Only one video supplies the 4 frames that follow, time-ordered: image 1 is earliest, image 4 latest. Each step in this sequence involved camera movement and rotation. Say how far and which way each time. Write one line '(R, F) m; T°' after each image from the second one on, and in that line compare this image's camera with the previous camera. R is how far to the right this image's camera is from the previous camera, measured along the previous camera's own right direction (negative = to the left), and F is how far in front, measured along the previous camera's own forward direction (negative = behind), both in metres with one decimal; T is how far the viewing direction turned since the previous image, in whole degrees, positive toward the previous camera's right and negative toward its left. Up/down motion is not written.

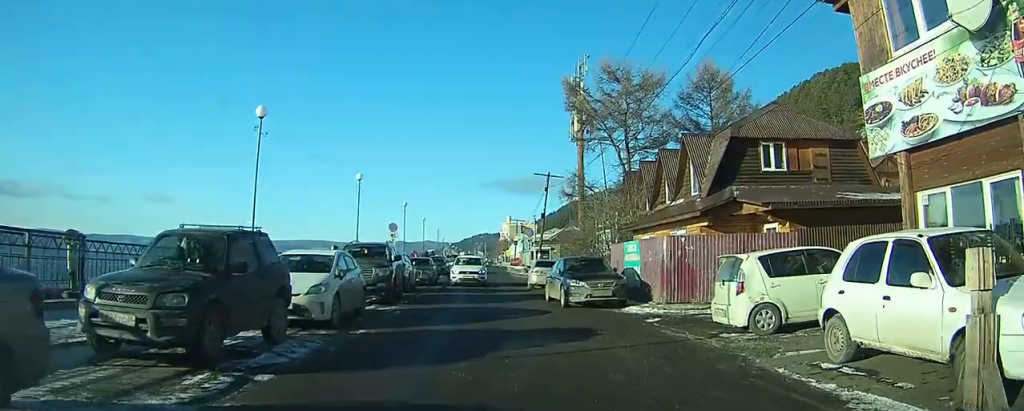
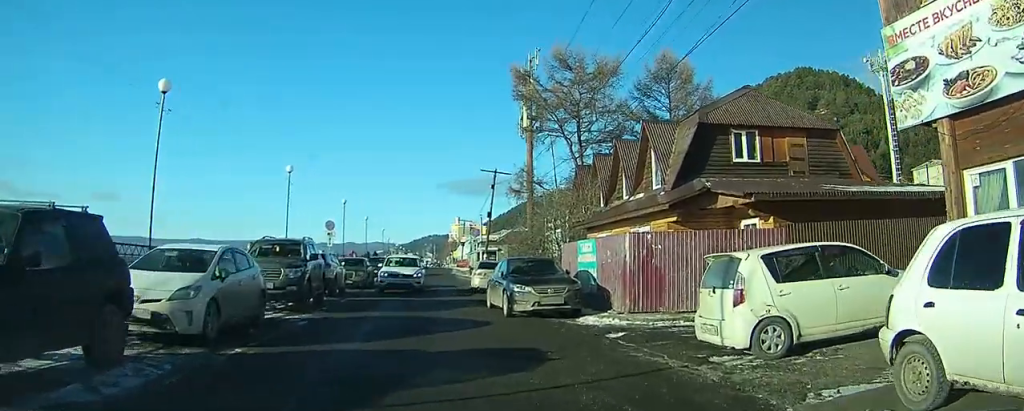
(+0.1, +2.9) m; -1°
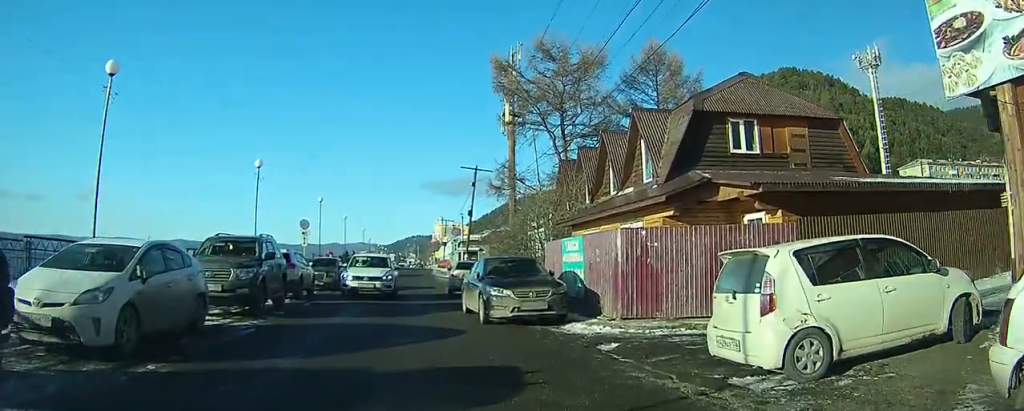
(-0.1, +1.7) m; -2°
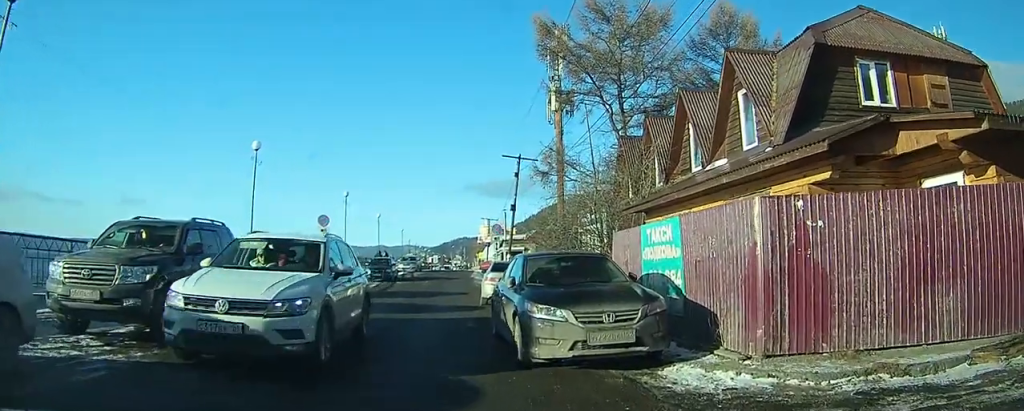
(-0.2, +6.2) m; -1°
